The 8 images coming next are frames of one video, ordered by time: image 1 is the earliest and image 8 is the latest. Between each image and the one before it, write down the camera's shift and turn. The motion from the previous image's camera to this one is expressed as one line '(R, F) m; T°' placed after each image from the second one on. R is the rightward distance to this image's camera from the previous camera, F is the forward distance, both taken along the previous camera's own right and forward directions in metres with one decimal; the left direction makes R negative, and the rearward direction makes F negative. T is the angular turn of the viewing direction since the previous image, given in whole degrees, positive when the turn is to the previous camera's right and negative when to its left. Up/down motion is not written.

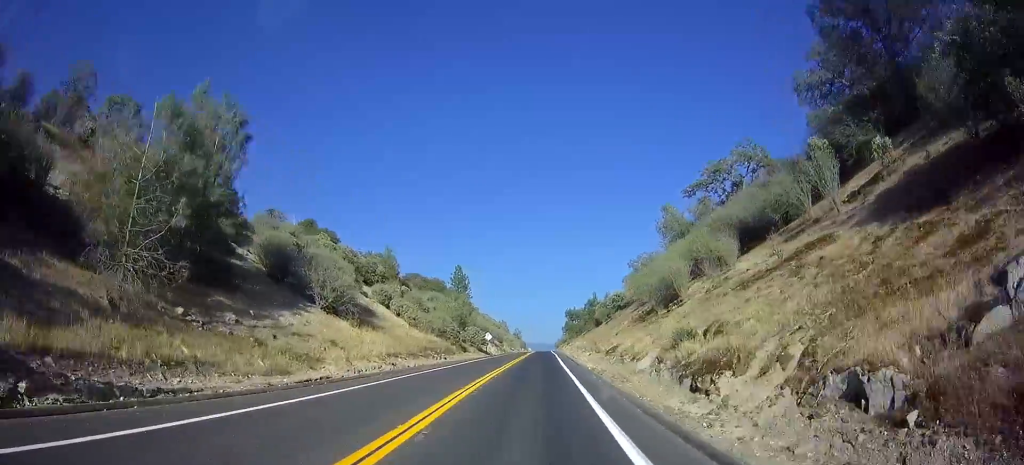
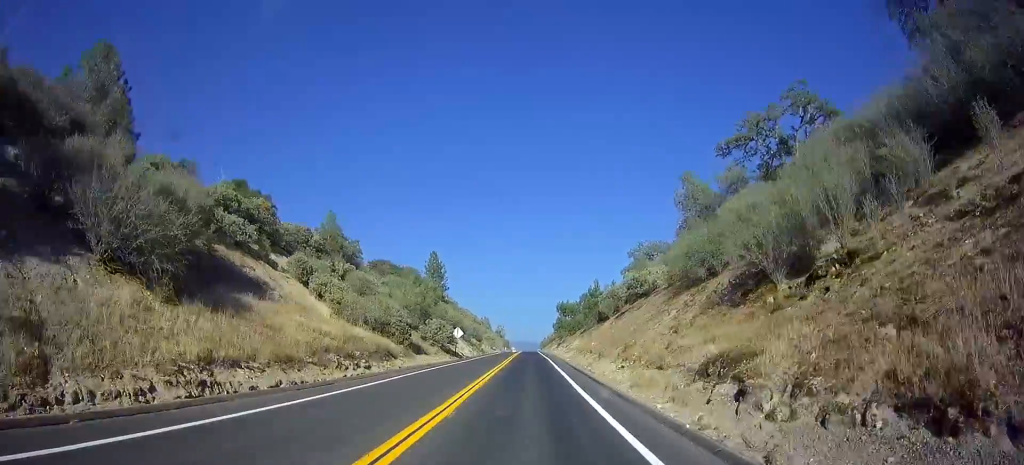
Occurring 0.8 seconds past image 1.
(+0.2, +19.0) m; +2°
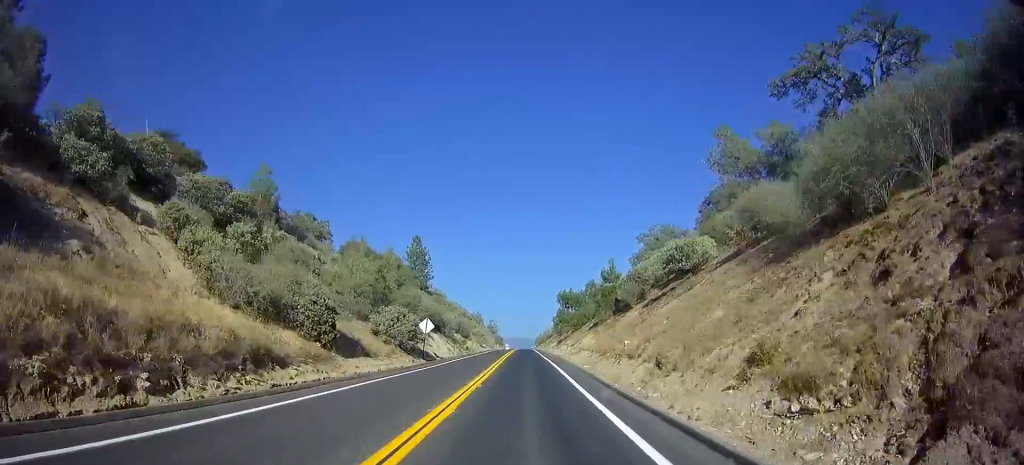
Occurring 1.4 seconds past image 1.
(+0.2, +15.8) m; +1°
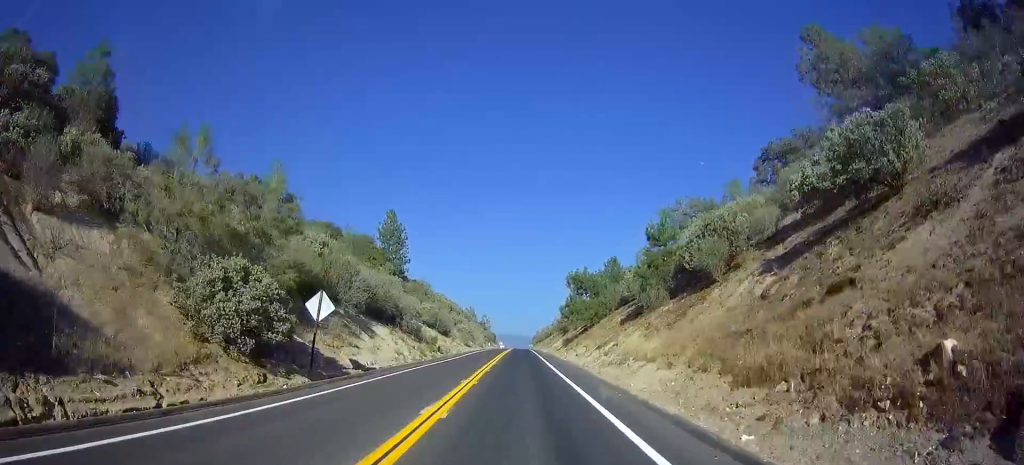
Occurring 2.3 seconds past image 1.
(+0.3, +21.9) m; +1°
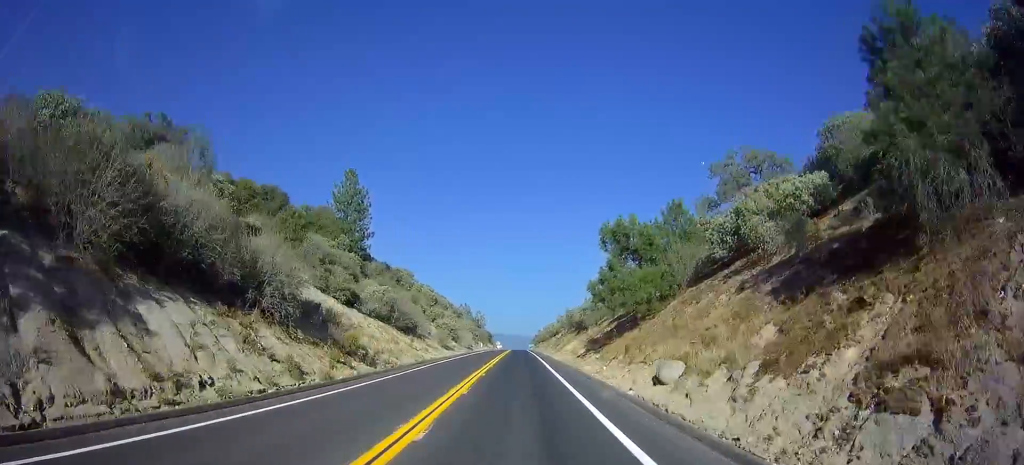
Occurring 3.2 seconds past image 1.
(+0.2, +24.4) m; +1°
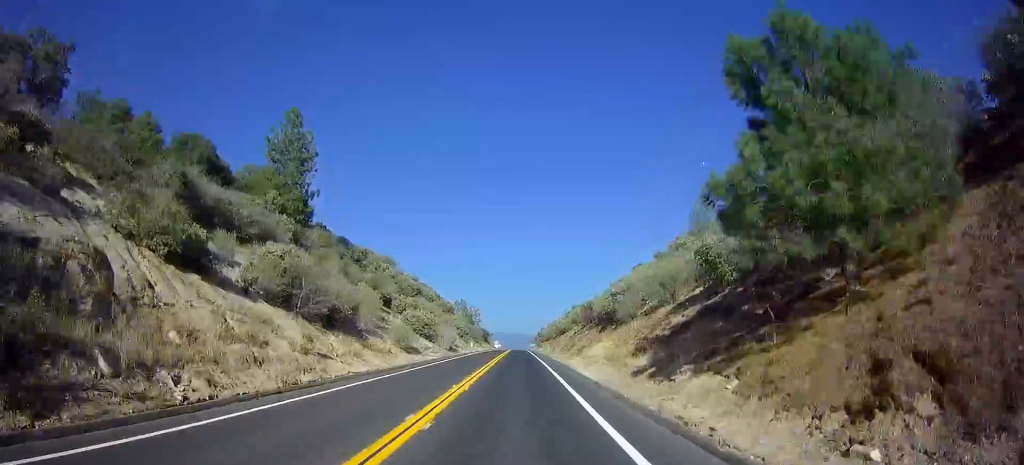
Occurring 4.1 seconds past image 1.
(+0.1, +21.2) m; 0°
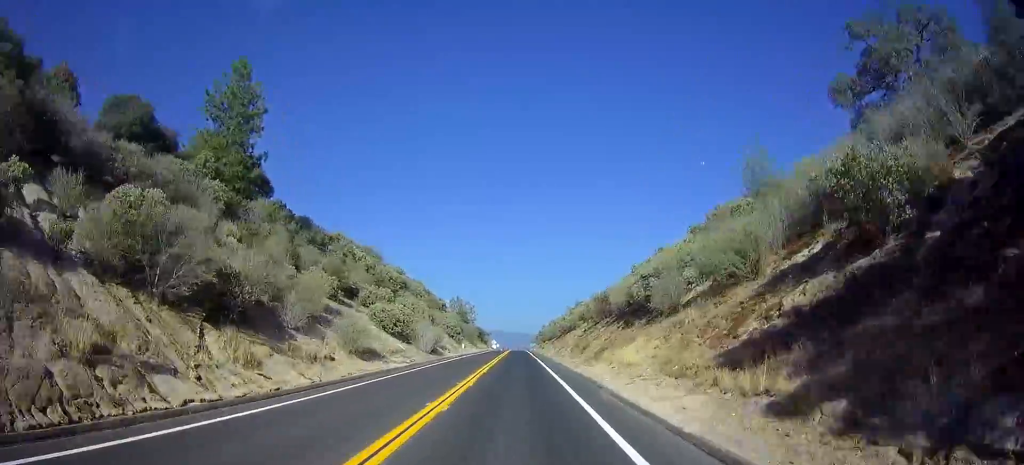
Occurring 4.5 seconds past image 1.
(0.0, +11.9) m; 0°
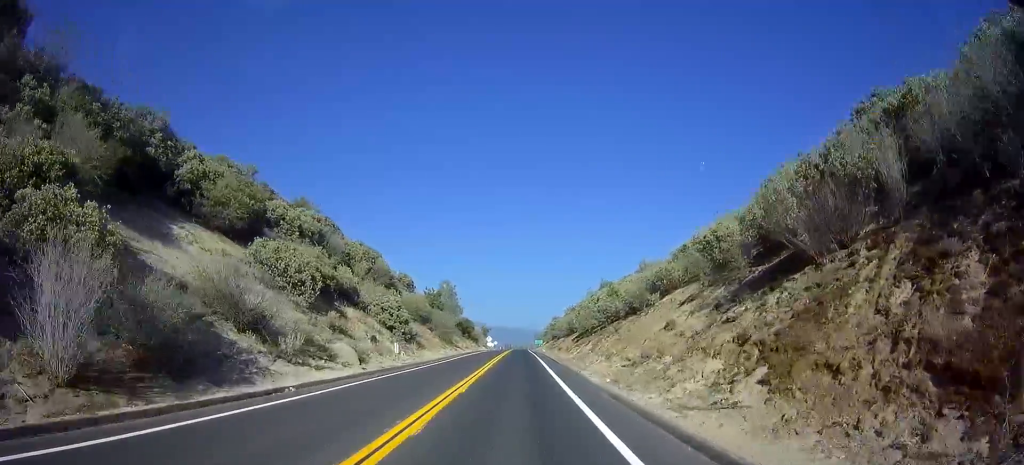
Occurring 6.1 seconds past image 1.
(0.0, +39.5) m; 0°
